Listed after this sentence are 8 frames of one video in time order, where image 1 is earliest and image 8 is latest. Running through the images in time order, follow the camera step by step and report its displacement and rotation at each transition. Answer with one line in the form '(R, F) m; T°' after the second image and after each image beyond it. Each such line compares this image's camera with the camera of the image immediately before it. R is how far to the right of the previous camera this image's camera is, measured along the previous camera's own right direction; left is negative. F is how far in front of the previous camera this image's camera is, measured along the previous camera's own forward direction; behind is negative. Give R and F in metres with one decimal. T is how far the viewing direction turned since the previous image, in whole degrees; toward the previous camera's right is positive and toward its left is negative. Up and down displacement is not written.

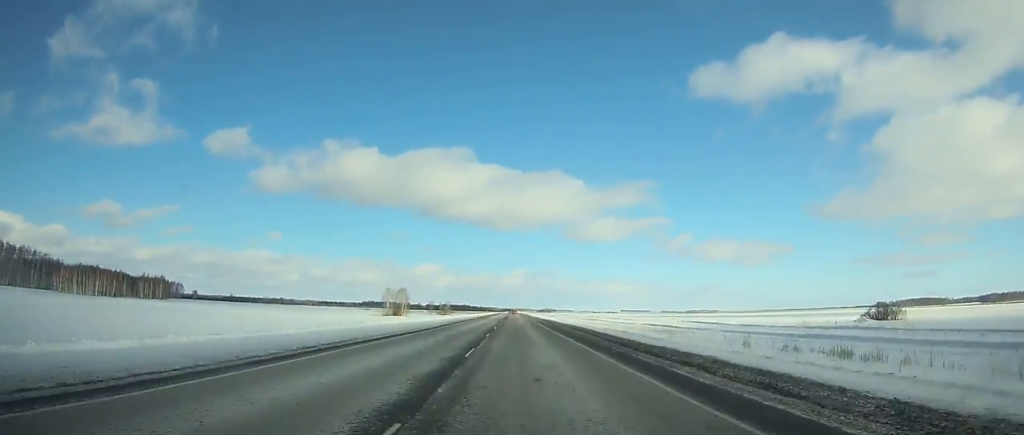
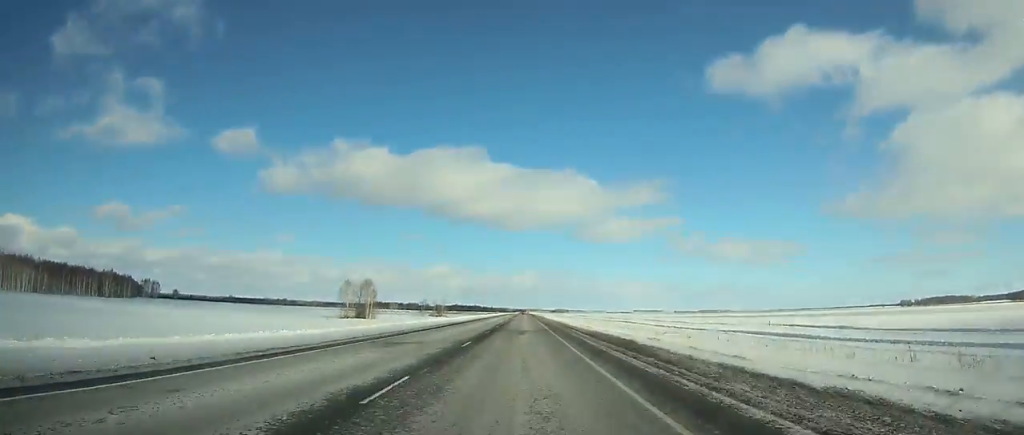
(+0.1, +57.8) m; 0°
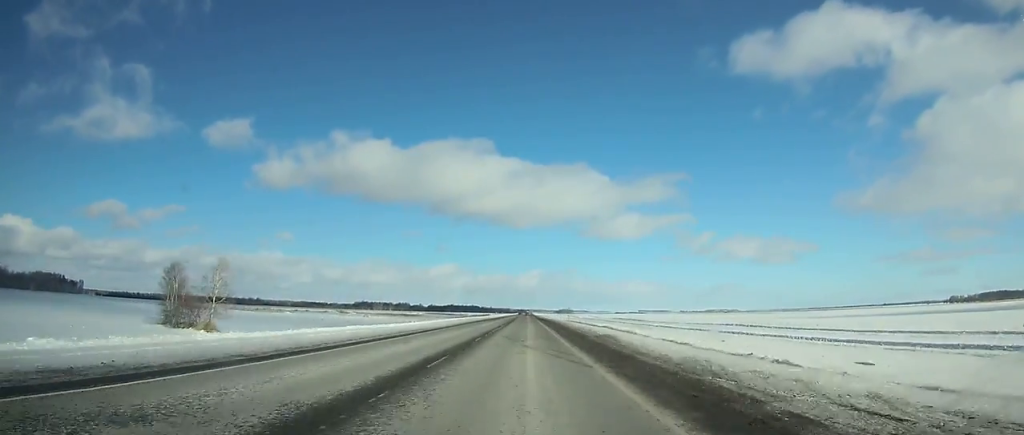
(-1.3, +191.7) m; 0°
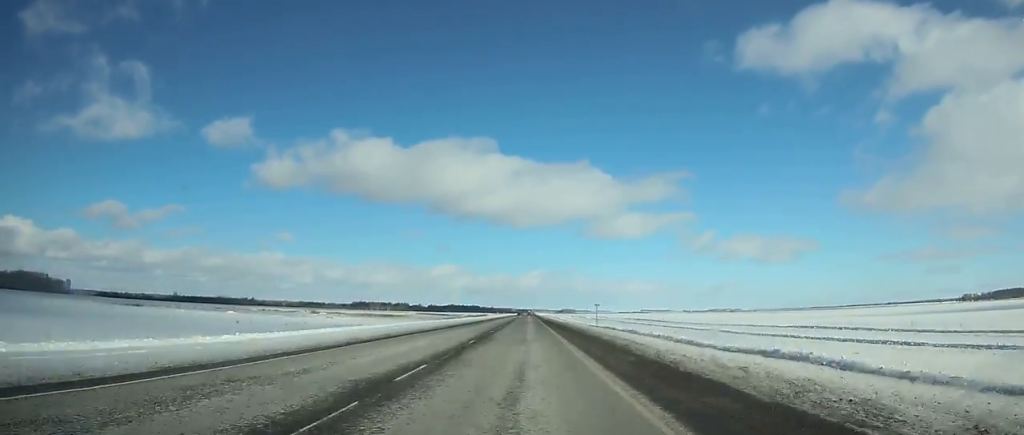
(0.0, +37.8) m; 0°
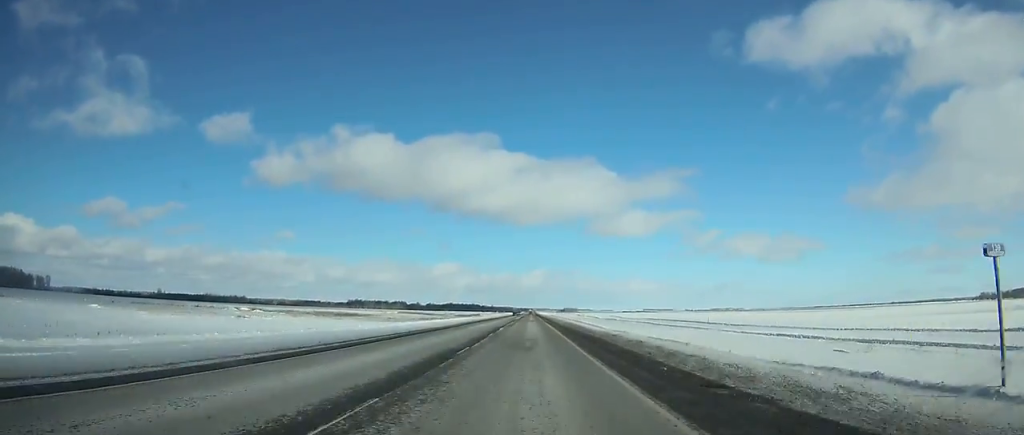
(0.0, +52.2) m; 0°
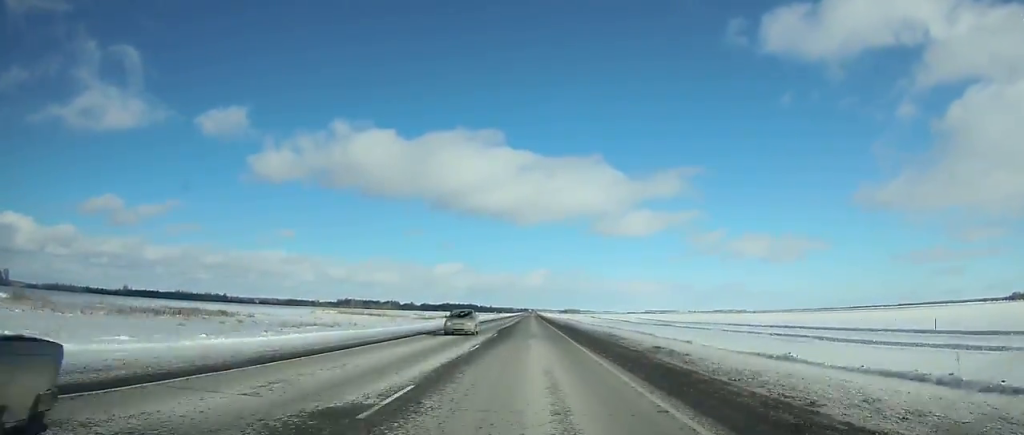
(-0.1, +92.7) m; 0°
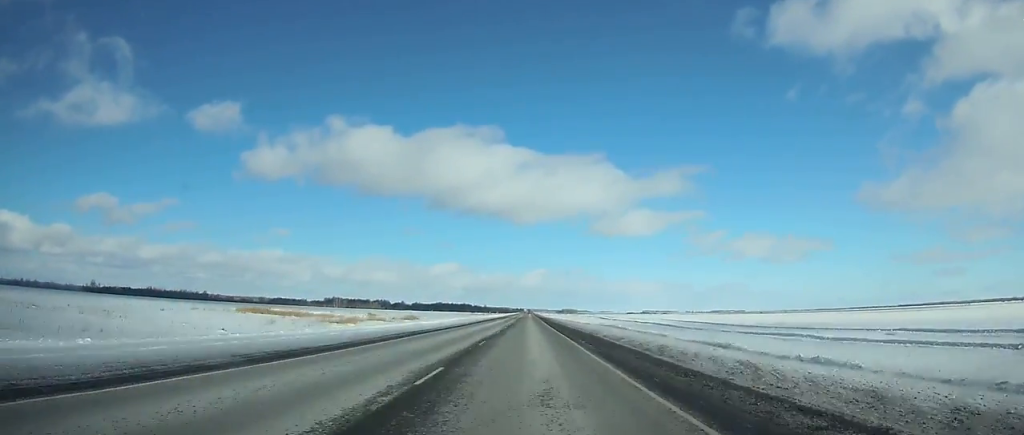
(-0.1, +70.3) m; 0°
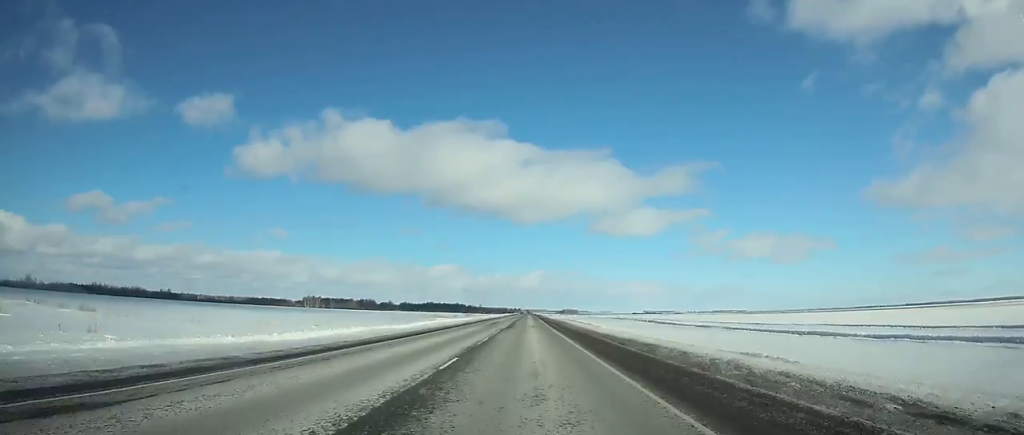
(+0.2, +134.9) m; 0°
